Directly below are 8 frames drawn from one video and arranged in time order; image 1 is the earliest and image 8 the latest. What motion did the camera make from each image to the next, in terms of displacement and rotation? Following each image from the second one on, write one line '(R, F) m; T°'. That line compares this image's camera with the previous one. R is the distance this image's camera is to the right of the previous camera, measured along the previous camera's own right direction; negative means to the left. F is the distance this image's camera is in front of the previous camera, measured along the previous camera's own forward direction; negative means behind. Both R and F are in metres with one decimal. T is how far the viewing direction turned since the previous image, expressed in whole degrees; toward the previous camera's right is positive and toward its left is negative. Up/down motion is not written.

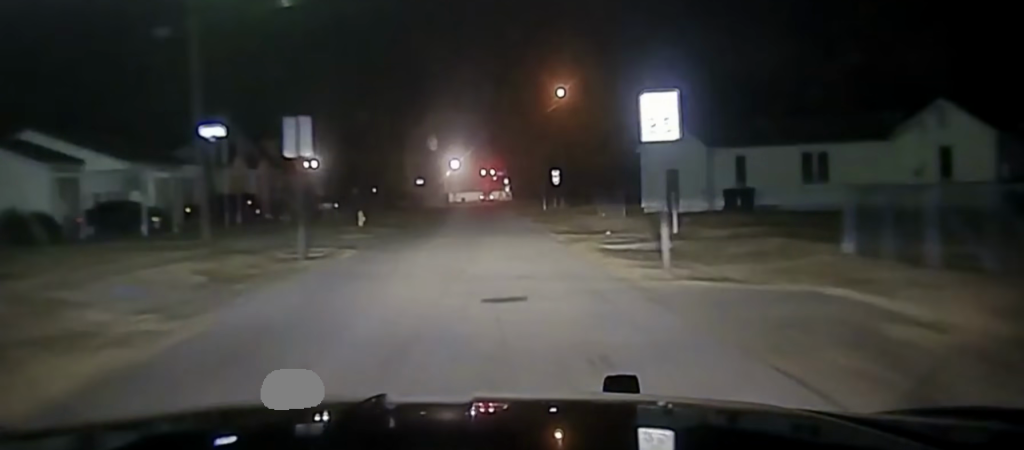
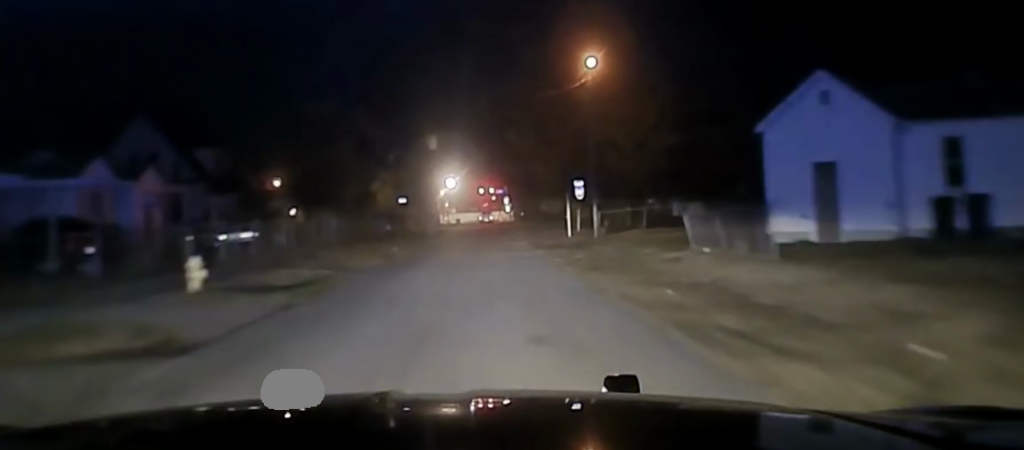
(0.0, +23.4) m; +1°
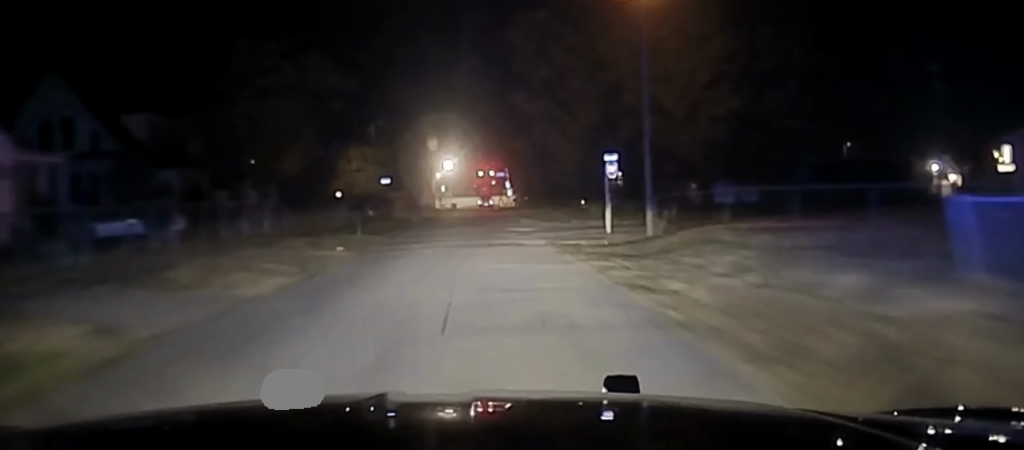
(+0.2, +14.9) m; +1°
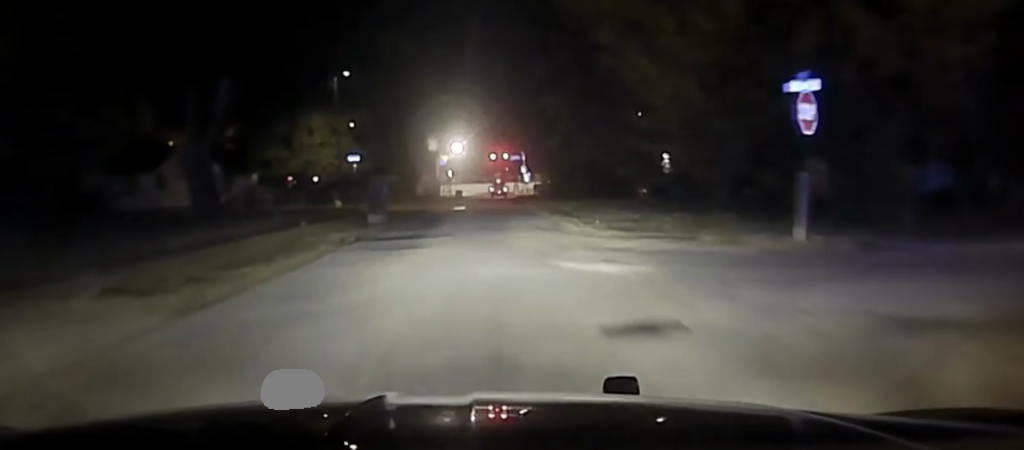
(+0.3, +24.9) m; 0°
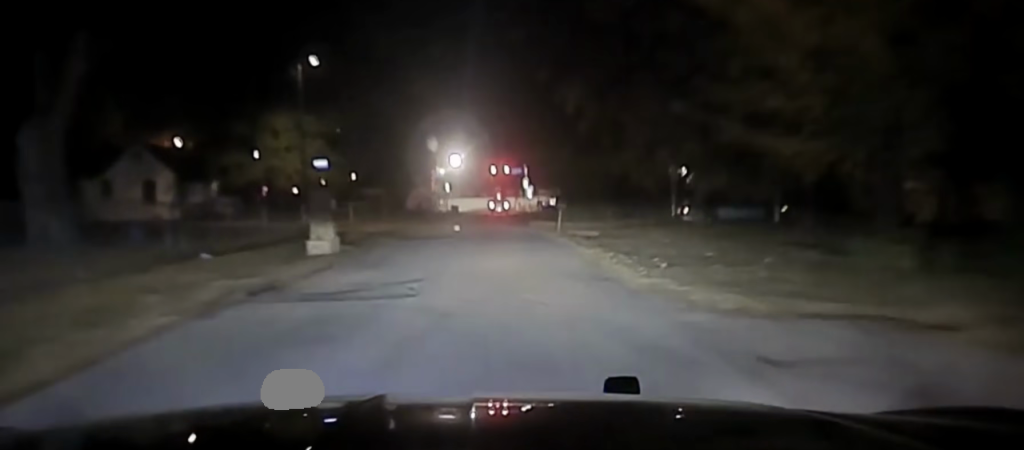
(0.0, +12.1) m; -1°
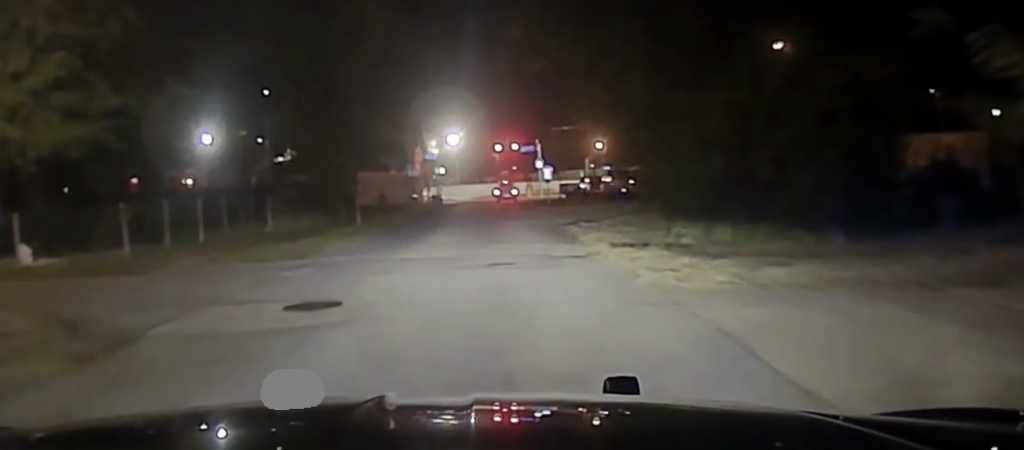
(-3.1, +34.2) m; -22°
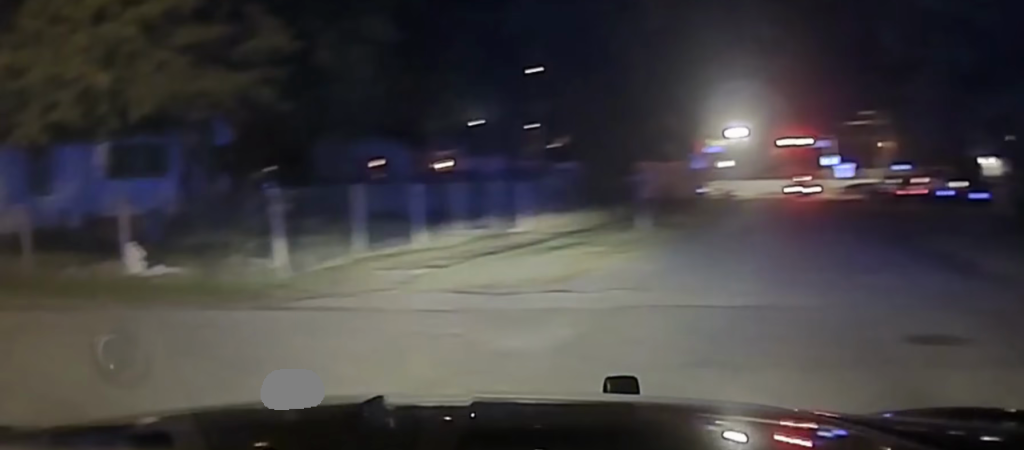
(-1.1, +7.3) m; -24°
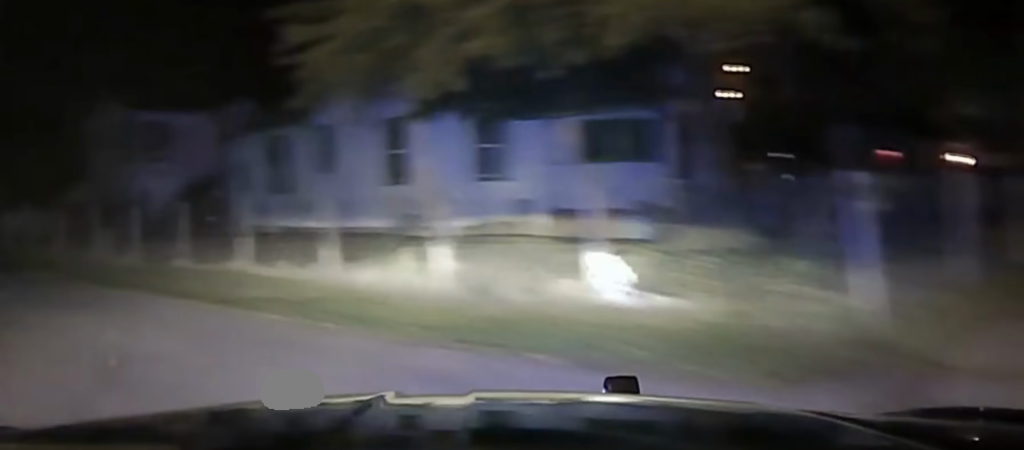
(-1.4, +6.0) m; -26°
